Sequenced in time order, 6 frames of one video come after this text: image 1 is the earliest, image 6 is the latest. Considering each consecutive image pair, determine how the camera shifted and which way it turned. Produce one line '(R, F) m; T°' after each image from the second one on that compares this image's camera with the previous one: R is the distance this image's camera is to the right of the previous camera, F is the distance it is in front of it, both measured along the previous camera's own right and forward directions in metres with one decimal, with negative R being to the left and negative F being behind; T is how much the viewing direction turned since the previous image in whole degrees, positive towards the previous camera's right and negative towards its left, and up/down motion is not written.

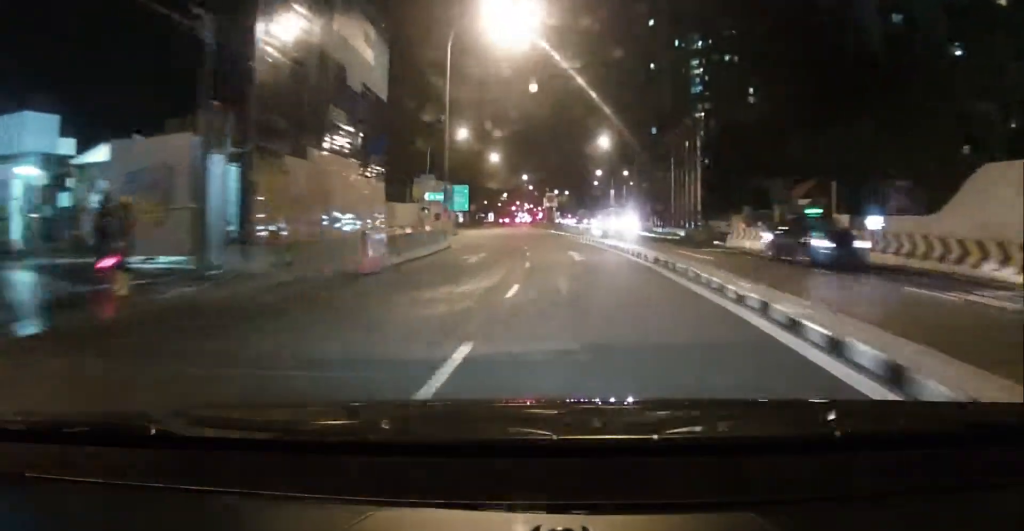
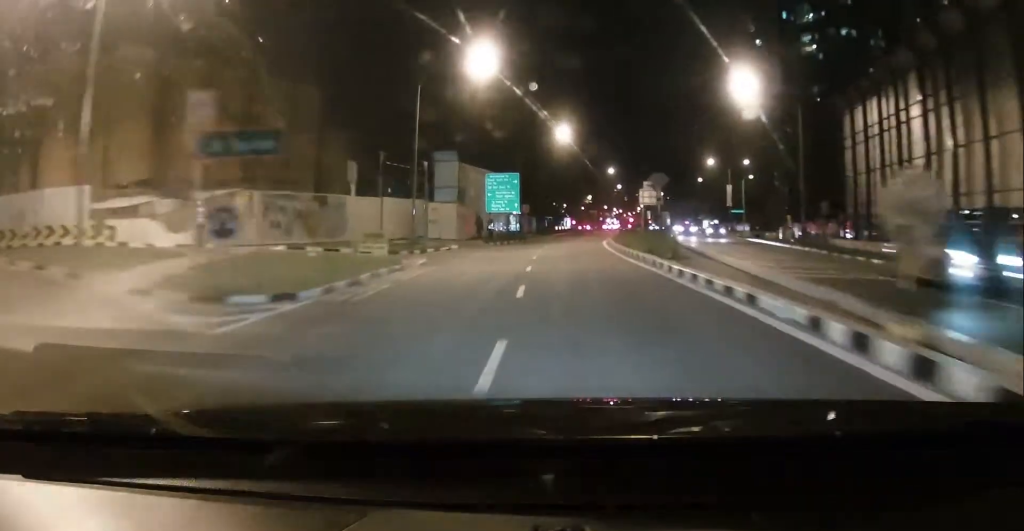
(-1.3, +36.0) m; -1°
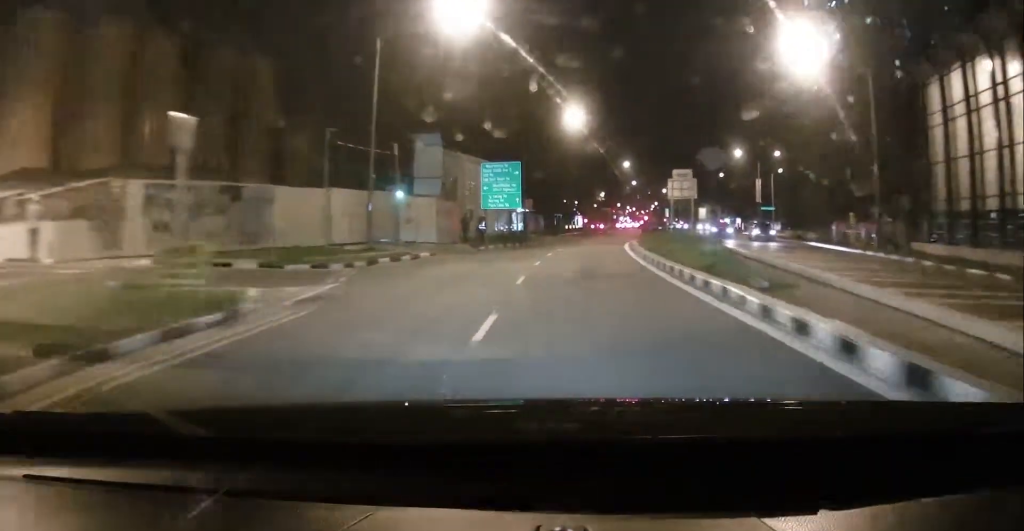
(0.0, +10.5) m; -3°
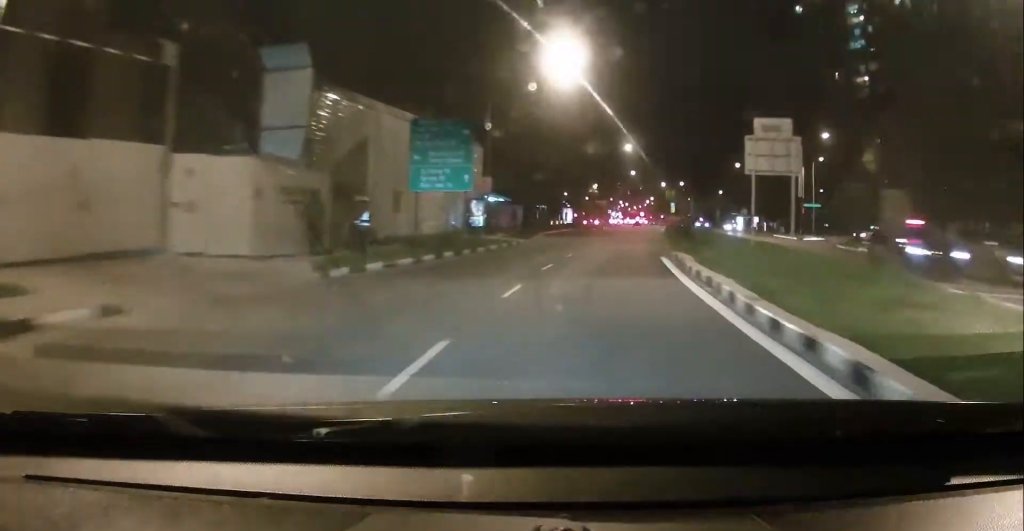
(-1.6, +21.0) m; -8°
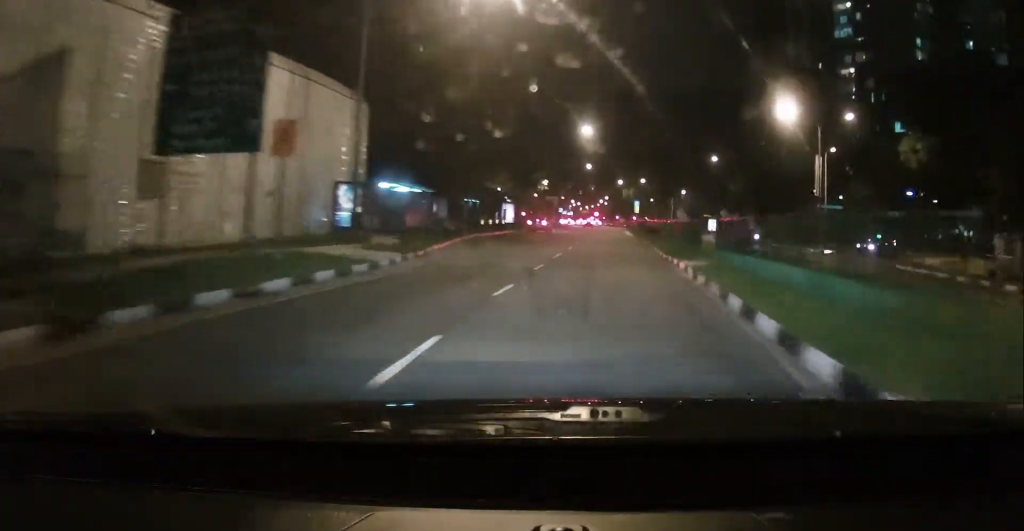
(-0.4, +18.1) m; +1°
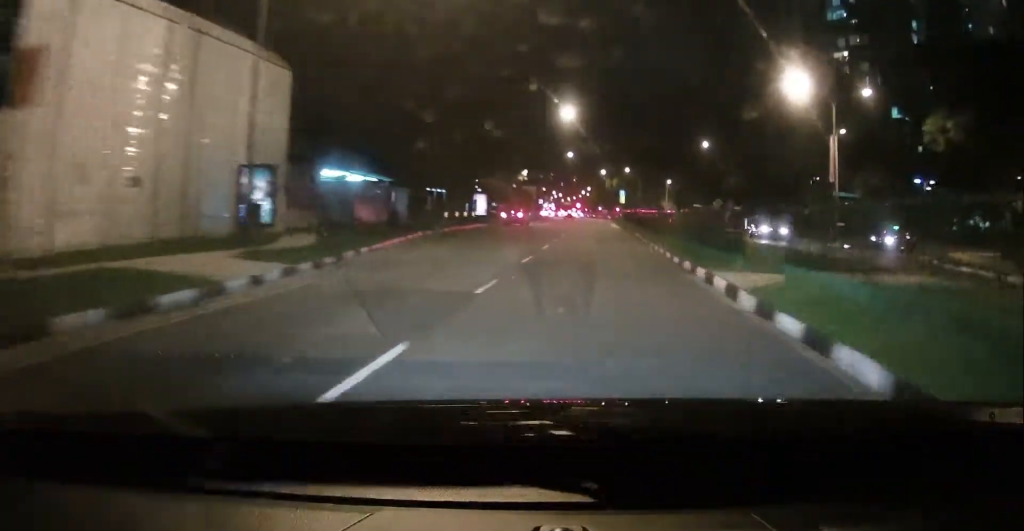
(0.0, +7.1) m; +2°
